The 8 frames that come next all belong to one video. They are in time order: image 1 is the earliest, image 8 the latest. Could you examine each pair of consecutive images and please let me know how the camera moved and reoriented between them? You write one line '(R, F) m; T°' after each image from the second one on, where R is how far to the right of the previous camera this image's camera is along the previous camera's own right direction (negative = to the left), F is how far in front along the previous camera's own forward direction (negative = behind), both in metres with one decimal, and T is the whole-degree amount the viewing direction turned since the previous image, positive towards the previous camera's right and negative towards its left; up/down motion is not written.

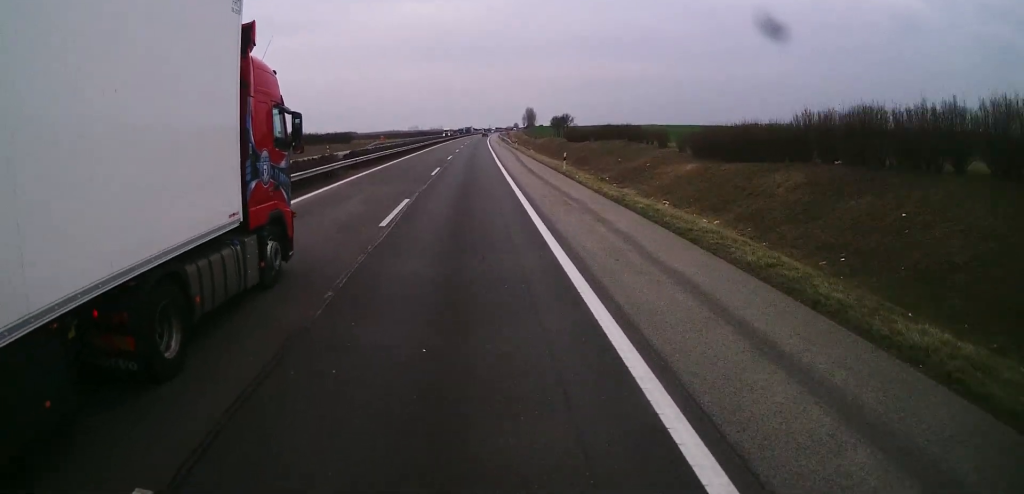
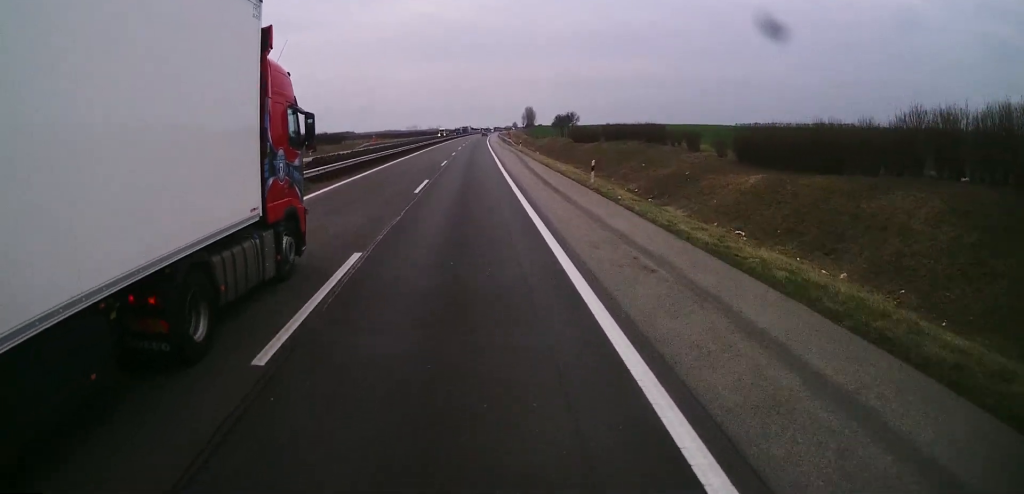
(0.0, +9.3) m; 0°
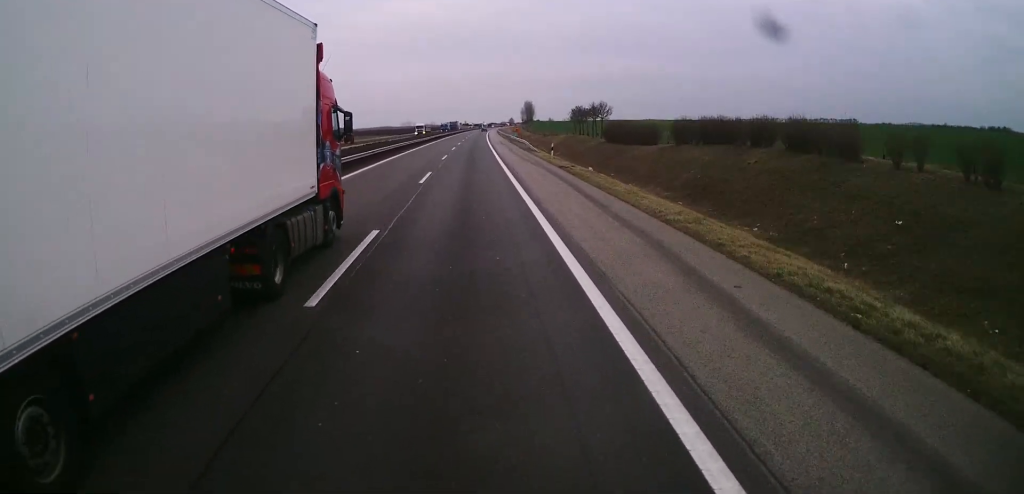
(+0.4, +33.9) m; +1°
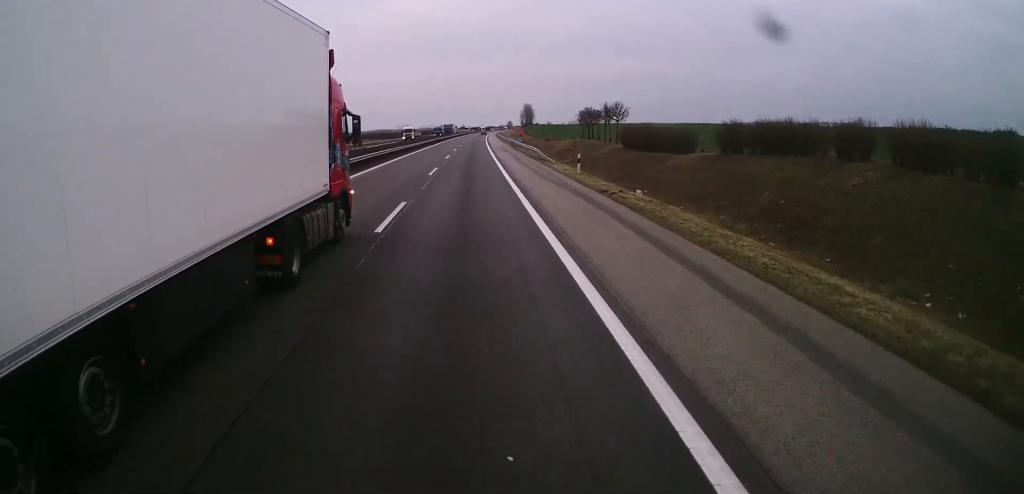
(0.0, +11.5) m; 0°
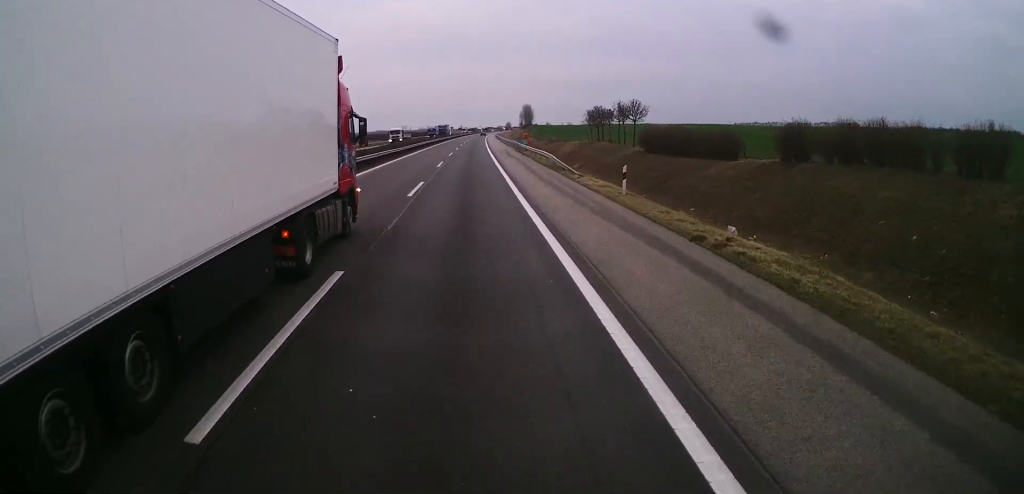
(0.0, +10.0) m; 0°
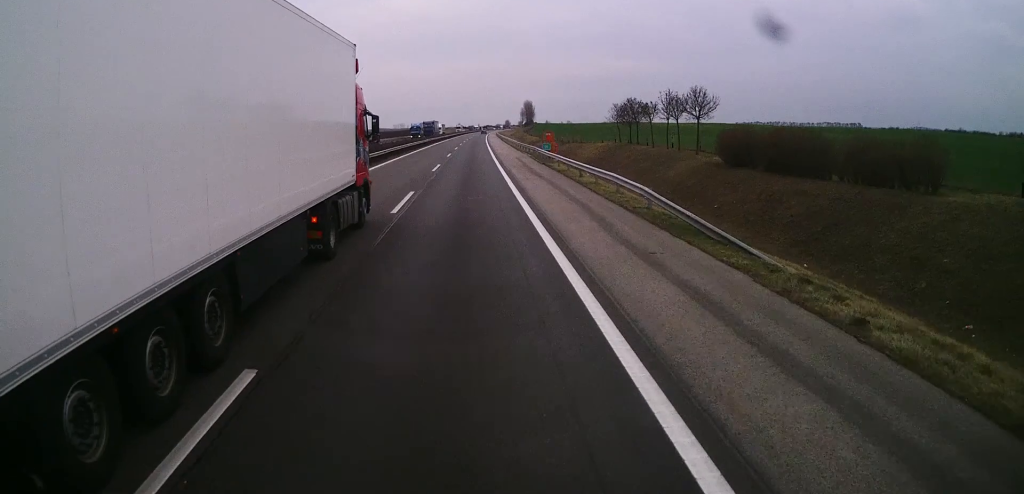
(0.0, +22.2) m; 0°
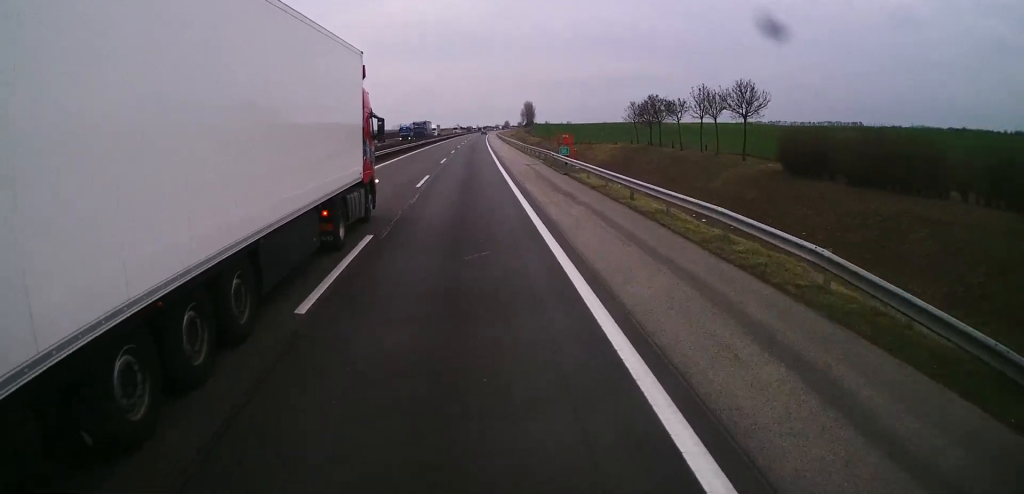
(0.0, +9.9) m; 0°
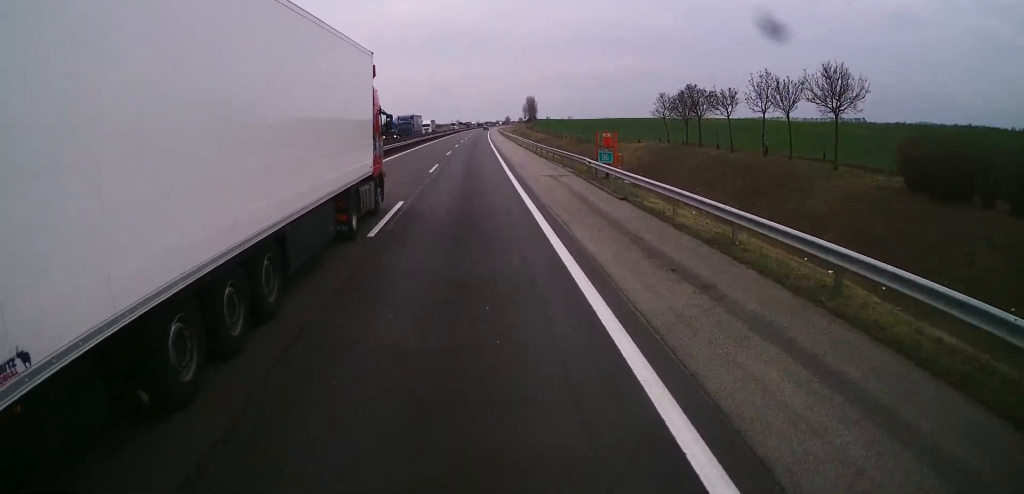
(0.0, +12.2) m; 0°
